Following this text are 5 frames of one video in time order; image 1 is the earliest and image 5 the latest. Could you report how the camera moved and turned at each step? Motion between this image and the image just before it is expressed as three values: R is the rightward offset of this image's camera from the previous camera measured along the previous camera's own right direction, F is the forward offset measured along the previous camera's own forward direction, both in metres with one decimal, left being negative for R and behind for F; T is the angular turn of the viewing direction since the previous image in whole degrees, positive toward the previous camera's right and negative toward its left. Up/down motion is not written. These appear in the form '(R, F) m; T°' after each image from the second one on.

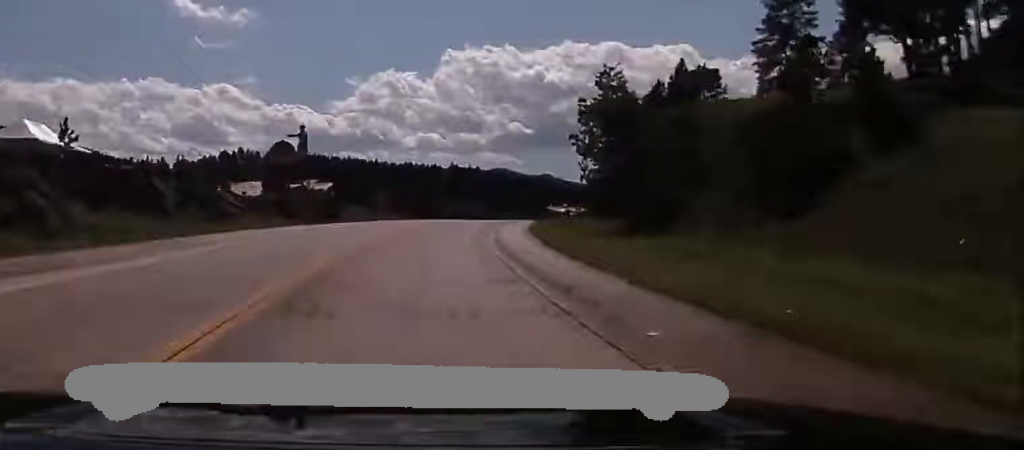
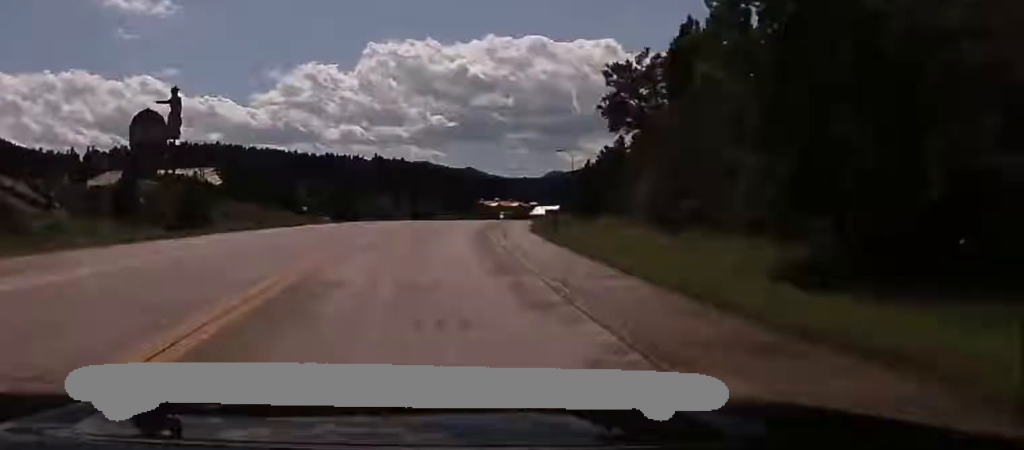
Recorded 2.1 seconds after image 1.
(+1.5, +35.6) m; +5°
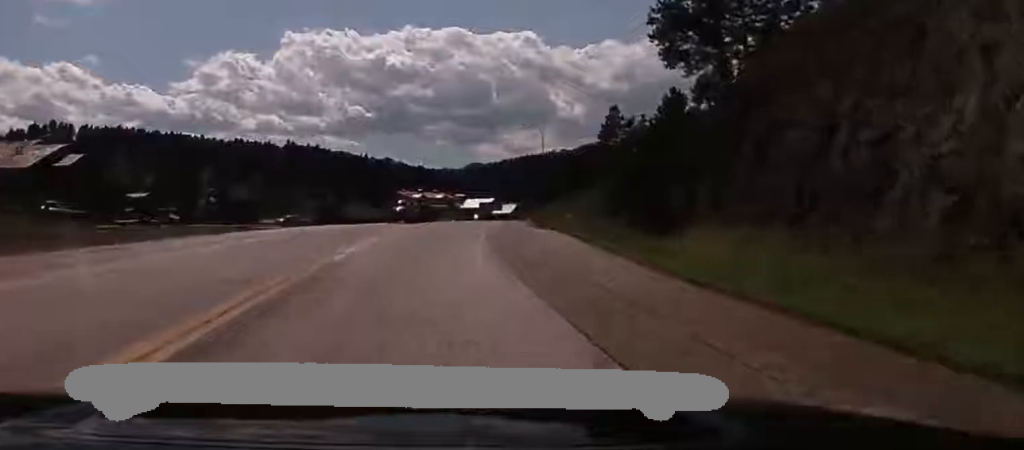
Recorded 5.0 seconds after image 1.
(+2.0, +46.9) m; +6°
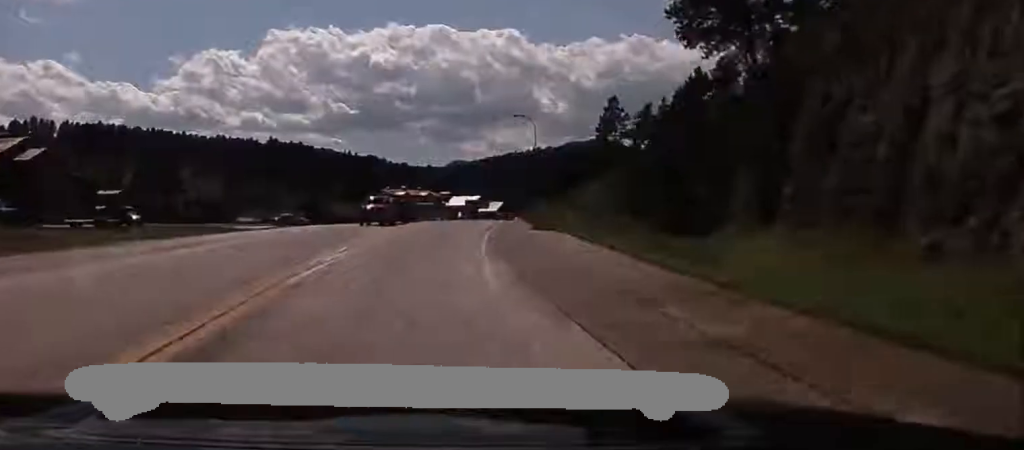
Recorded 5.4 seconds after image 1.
(+0.2, +6.9) m; -1°
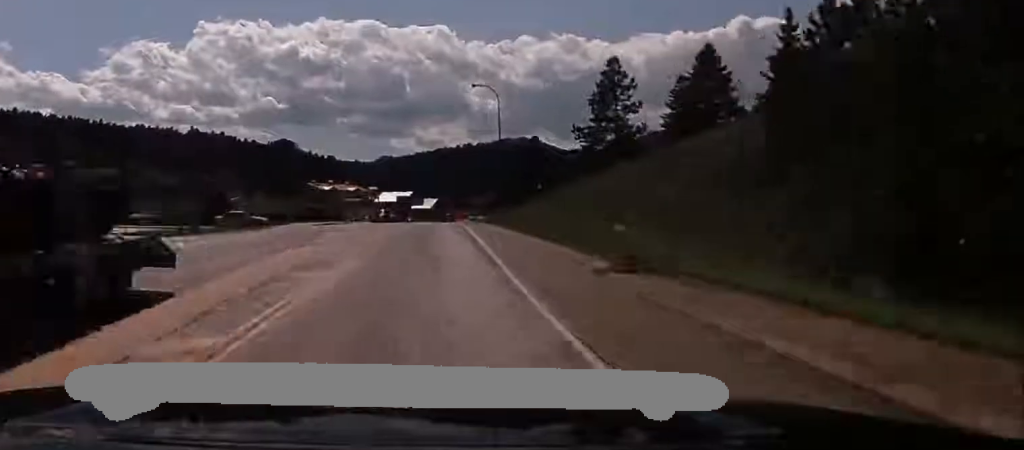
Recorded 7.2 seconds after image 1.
(-0.9, +26.3) m; +5°
